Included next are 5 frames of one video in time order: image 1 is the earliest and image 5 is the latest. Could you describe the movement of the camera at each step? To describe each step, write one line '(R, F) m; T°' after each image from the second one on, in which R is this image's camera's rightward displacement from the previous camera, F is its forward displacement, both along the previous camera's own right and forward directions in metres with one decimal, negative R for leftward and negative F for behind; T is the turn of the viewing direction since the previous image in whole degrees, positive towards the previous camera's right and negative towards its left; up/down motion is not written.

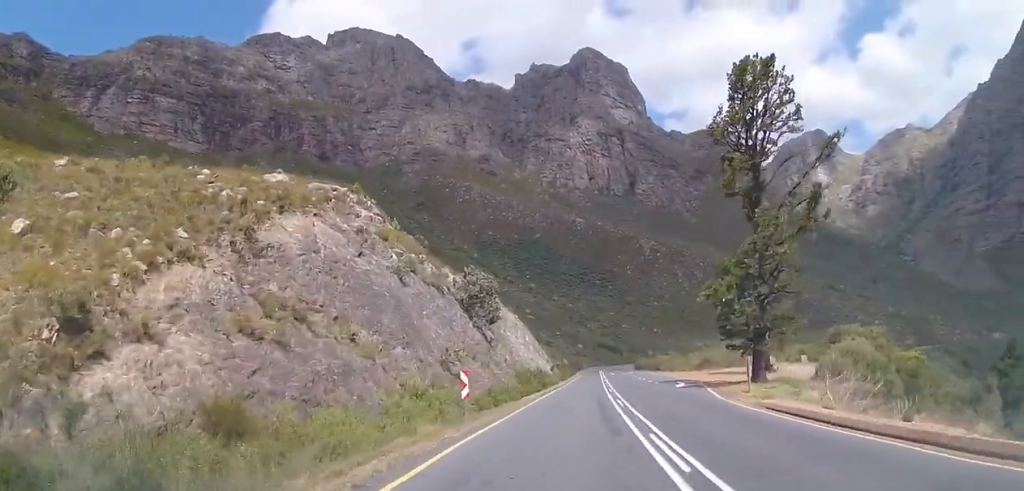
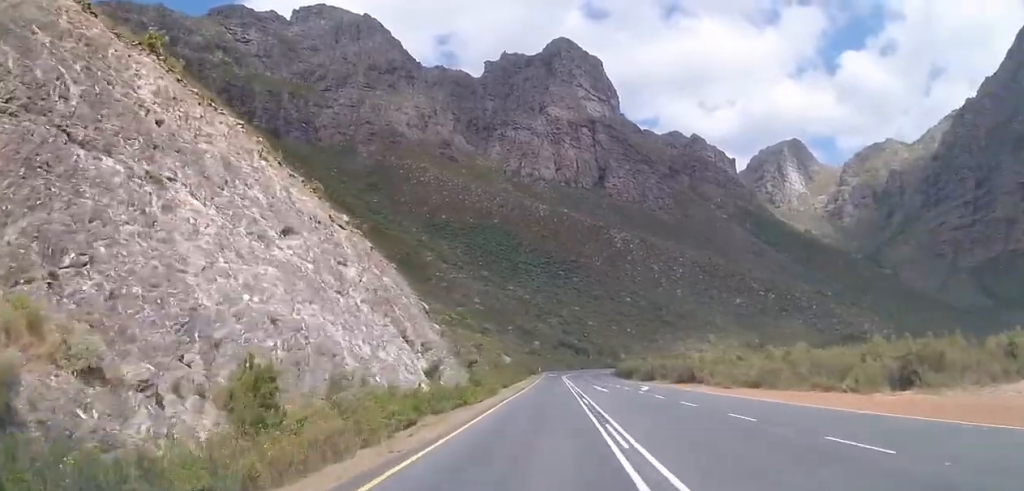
(+8.5, +55.5) m; +11°
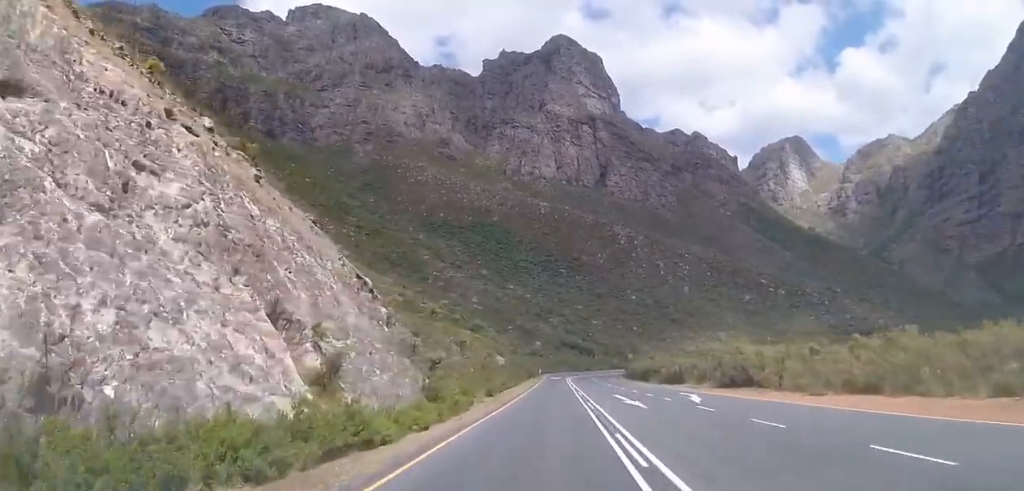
(-0.2, +14.2) m; -1°
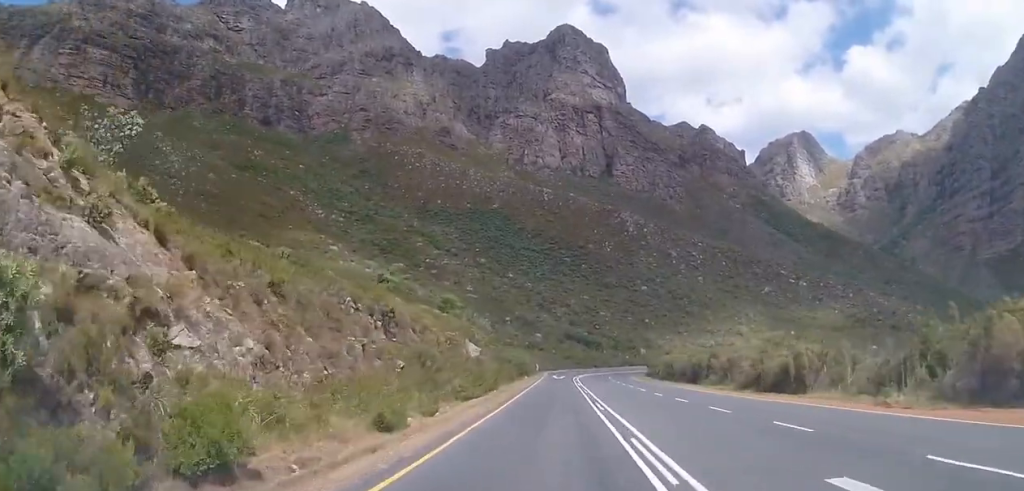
(-0.2, +25.8) m; -1°
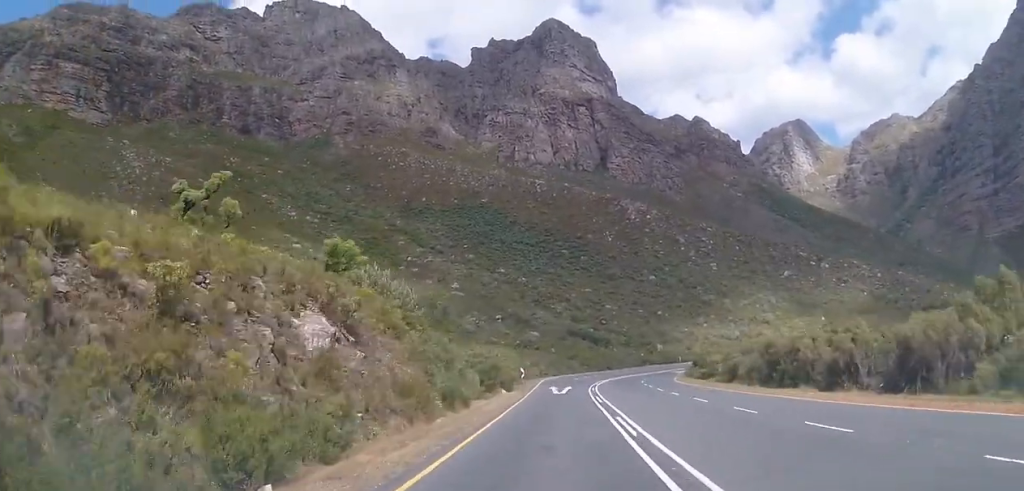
(0.0, +31.6) m; 0°
